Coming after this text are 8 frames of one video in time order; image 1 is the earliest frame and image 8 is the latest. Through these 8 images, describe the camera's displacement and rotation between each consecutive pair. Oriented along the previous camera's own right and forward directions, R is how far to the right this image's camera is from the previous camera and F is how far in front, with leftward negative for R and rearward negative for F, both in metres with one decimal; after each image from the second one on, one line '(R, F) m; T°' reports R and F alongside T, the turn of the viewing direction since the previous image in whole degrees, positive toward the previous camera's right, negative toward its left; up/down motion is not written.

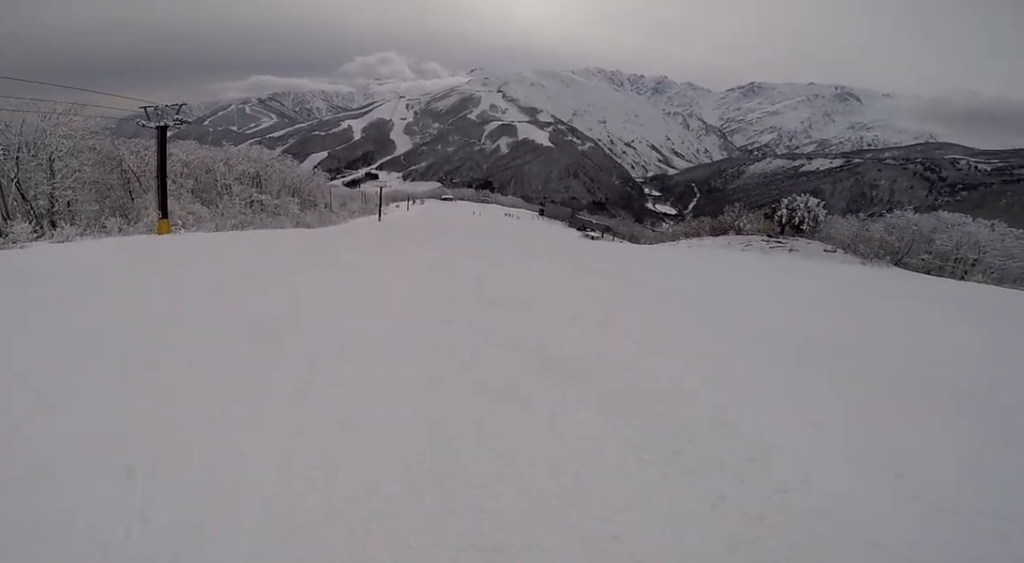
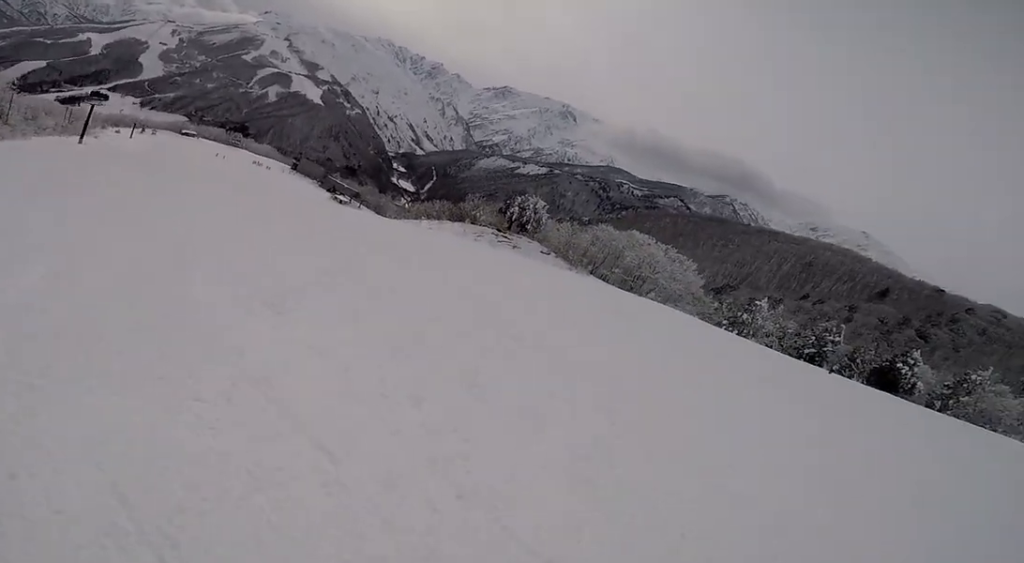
(+3.4, +9.6) m; +37°
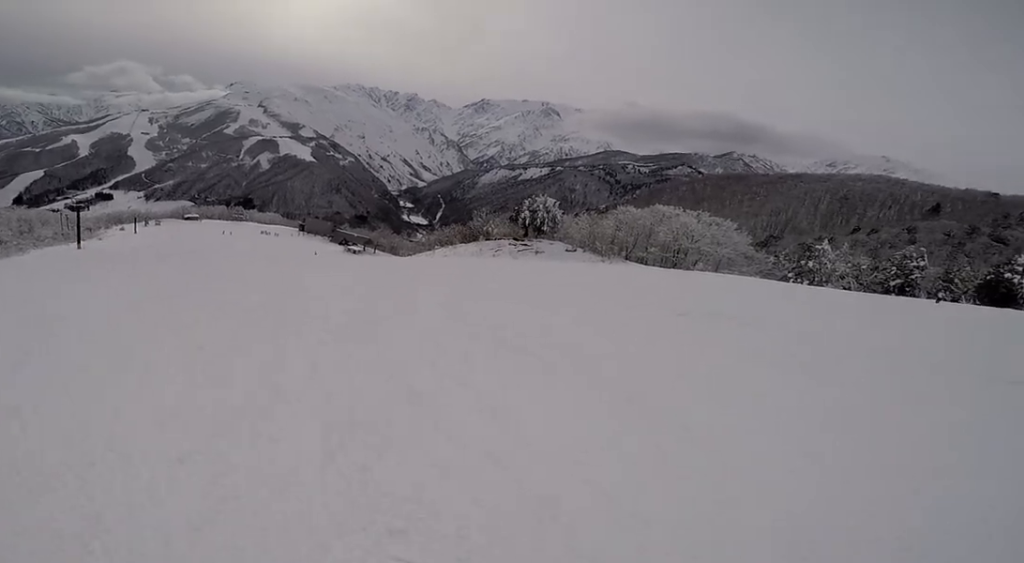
(+0.8, +5.6) m; +6°
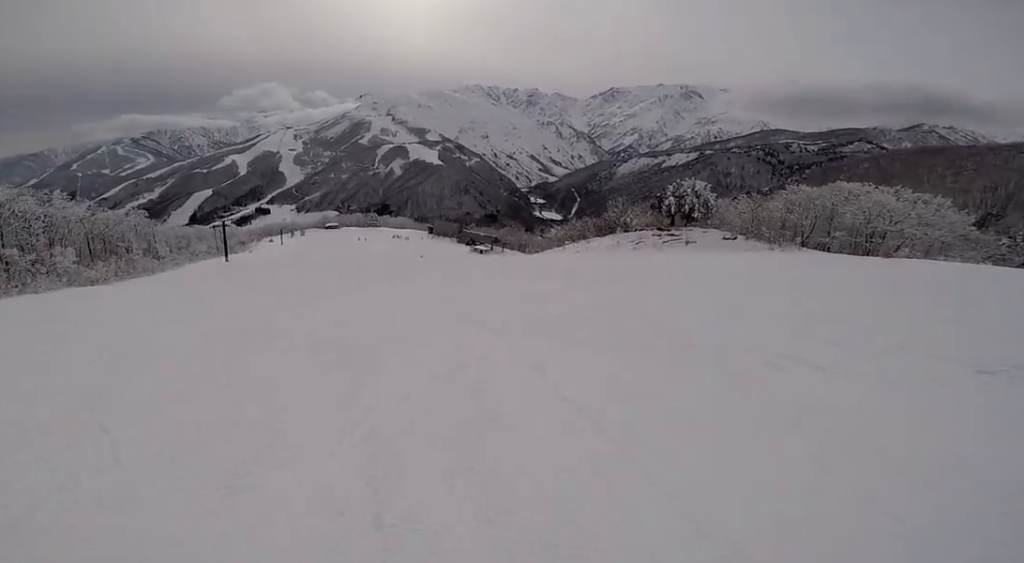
(+0.1, +5.3) m; -20°
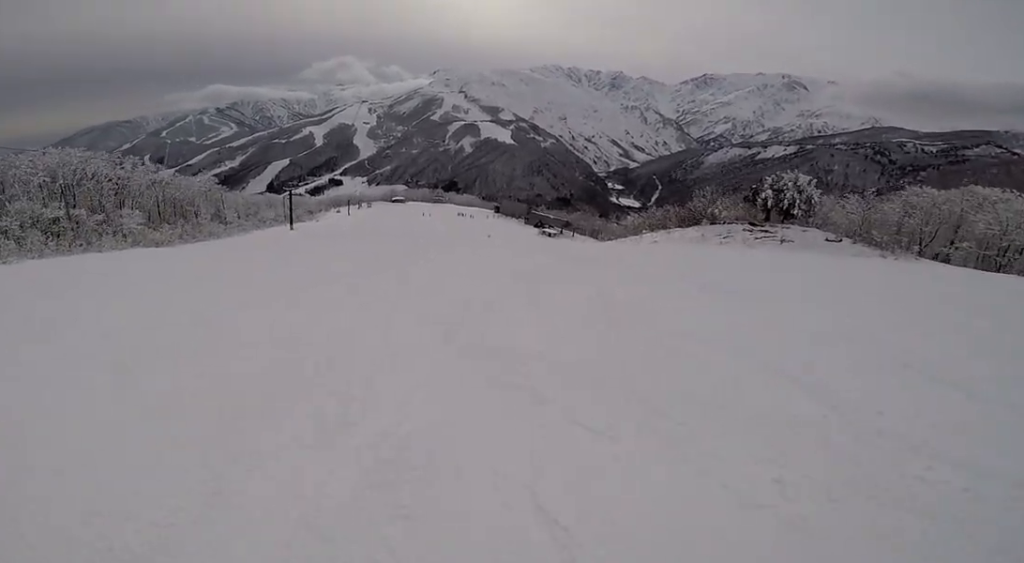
(-0.9, +2.5) m; -25°
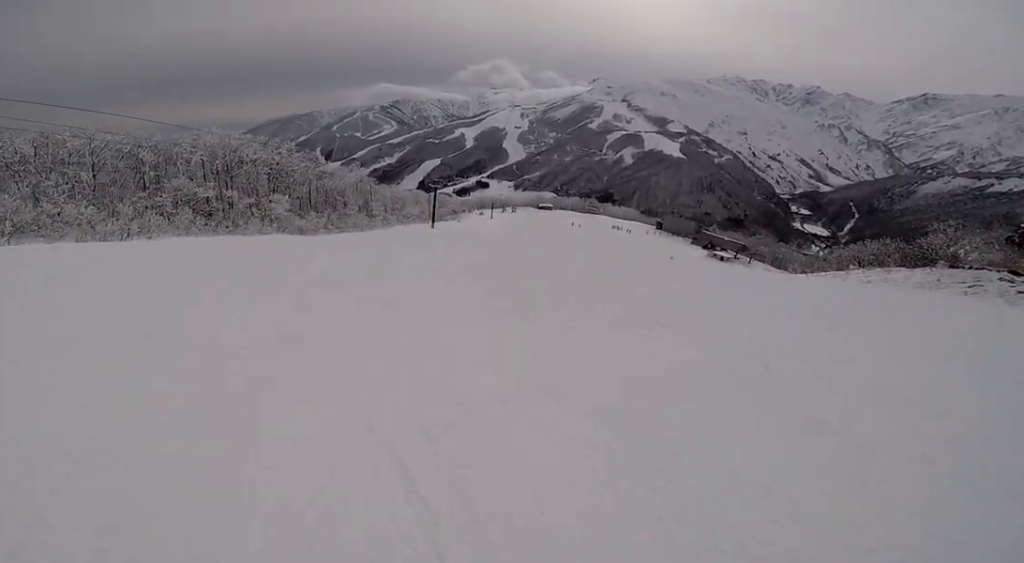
(-2.5, +5.2) m; -35°
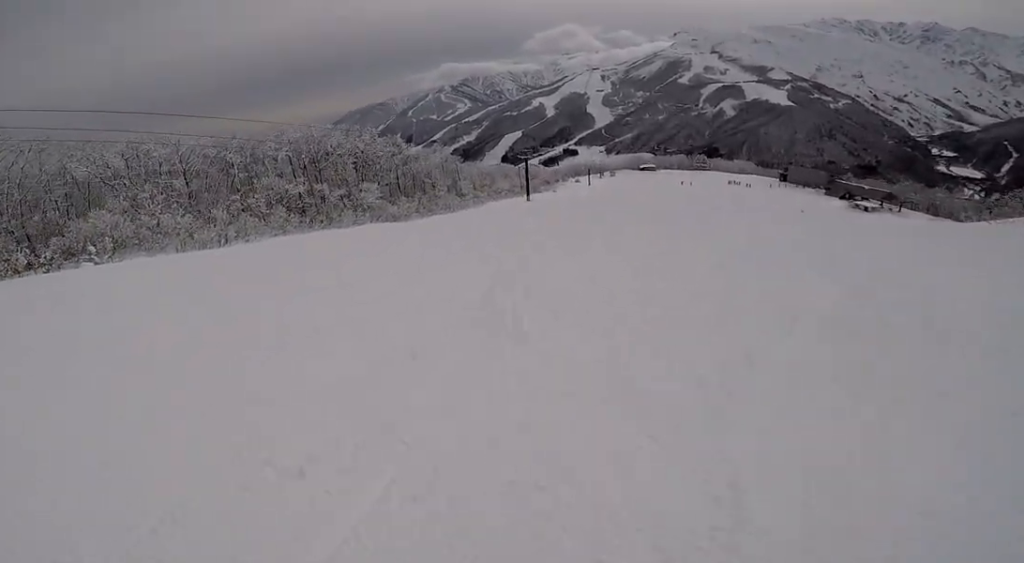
(-0.4, +3.9) m; -2°
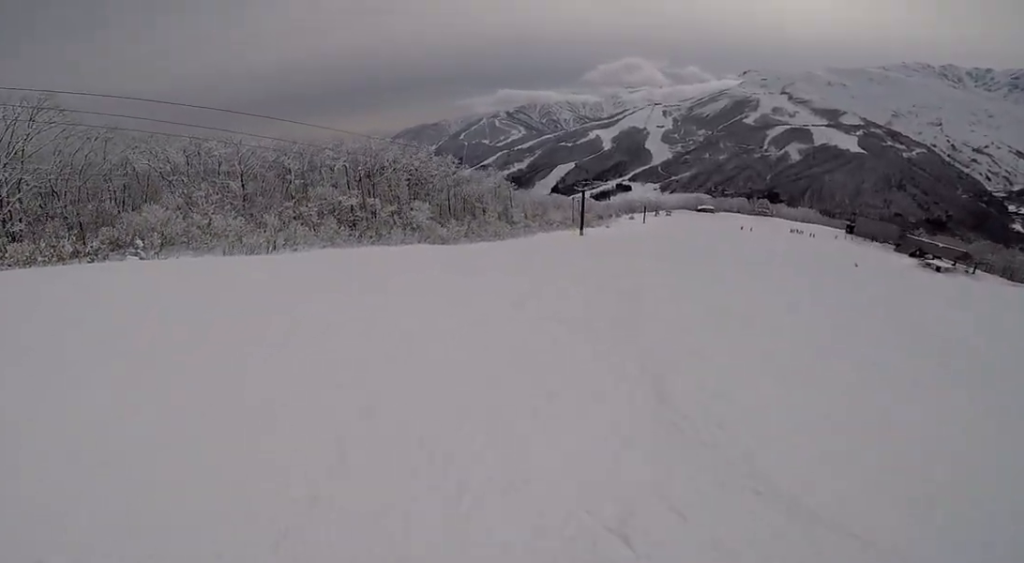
(-0.2, +2.3) m; +4°
